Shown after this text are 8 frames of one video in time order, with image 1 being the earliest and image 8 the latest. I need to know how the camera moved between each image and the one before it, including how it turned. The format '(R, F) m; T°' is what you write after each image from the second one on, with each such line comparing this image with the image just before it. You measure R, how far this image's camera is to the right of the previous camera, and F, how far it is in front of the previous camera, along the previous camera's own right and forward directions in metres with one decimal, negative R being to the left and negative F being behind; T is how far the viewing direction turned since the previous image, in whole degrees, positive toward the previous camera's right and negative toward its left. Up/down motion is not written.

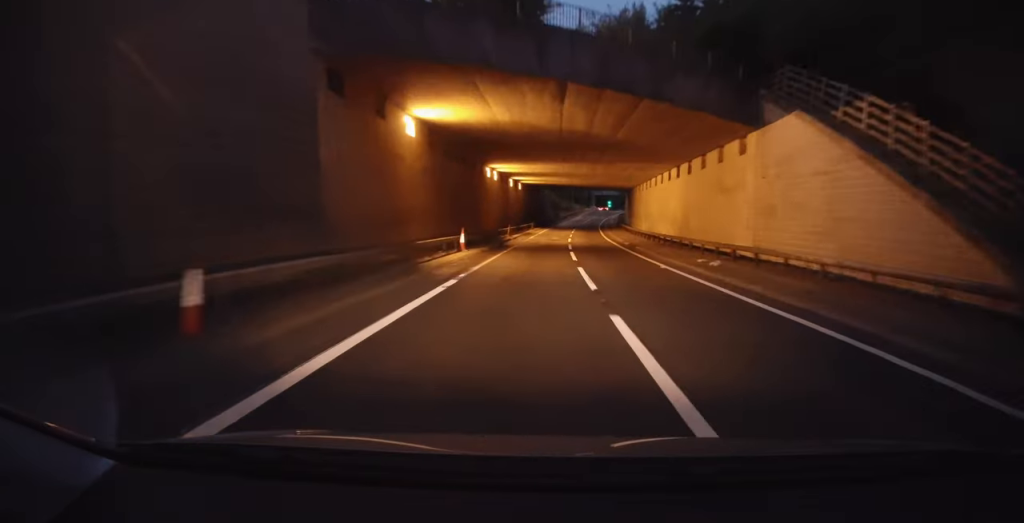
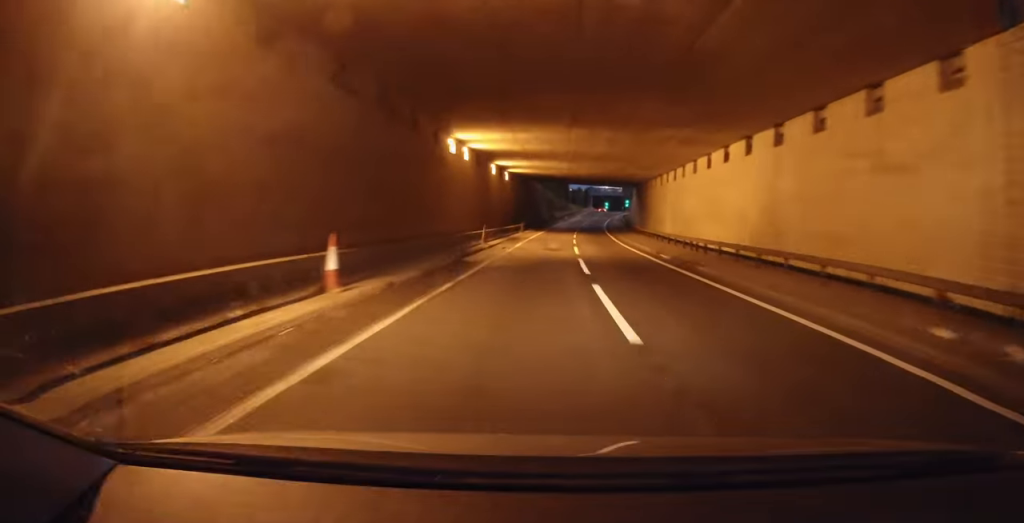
(+0.1, +14.1) m; +1°
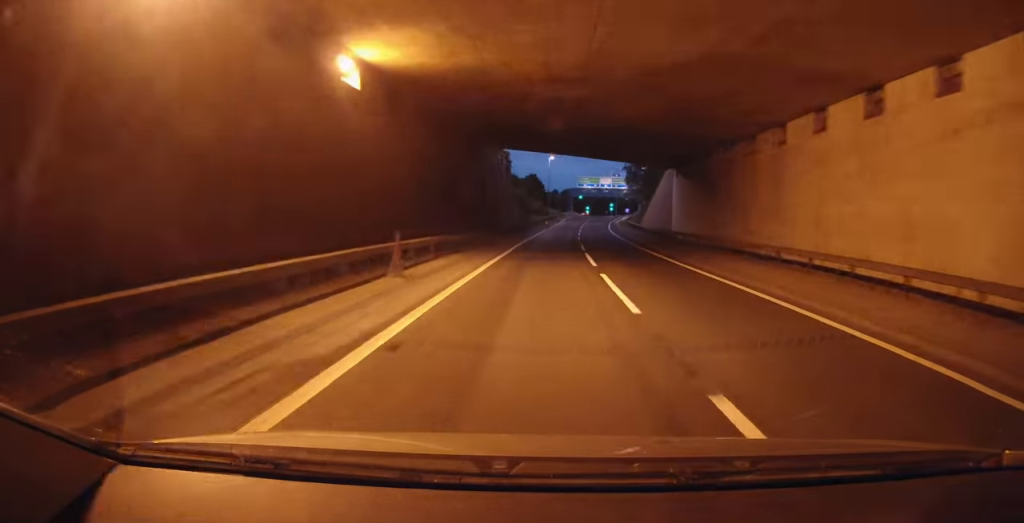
(+0.3, +34.7) m; +1°
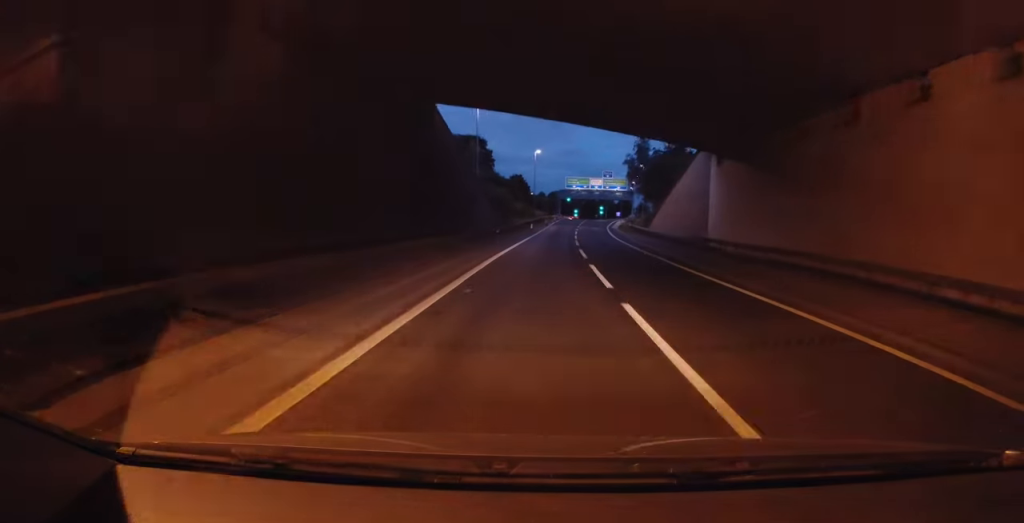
(+0.2, +13.1) m; +1°
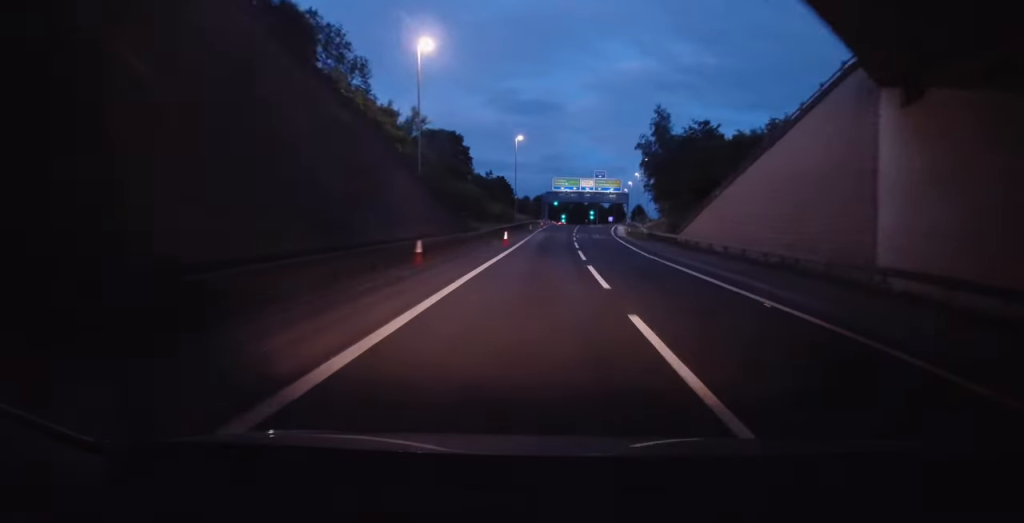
(+0.1, +18.0) m; +3°
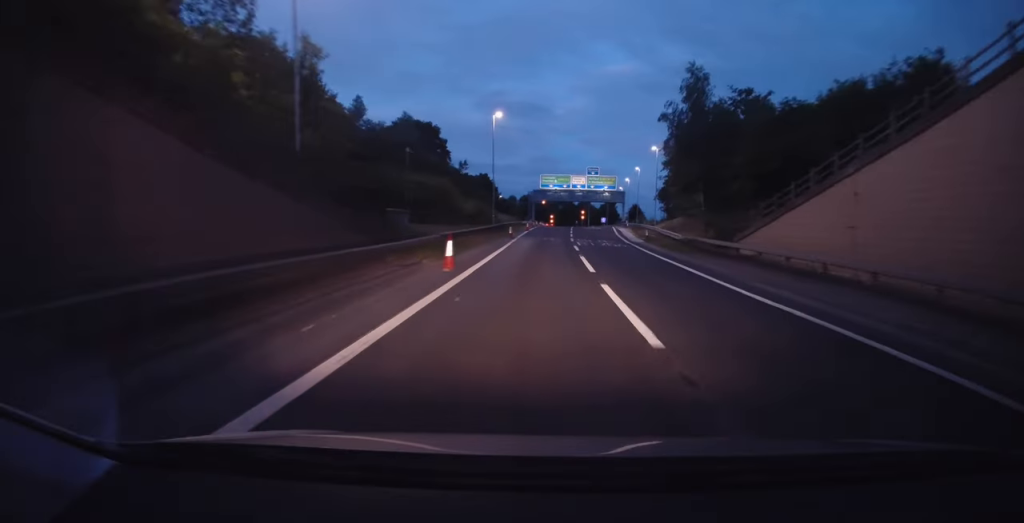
(+0.2, +14.4) m; +3°
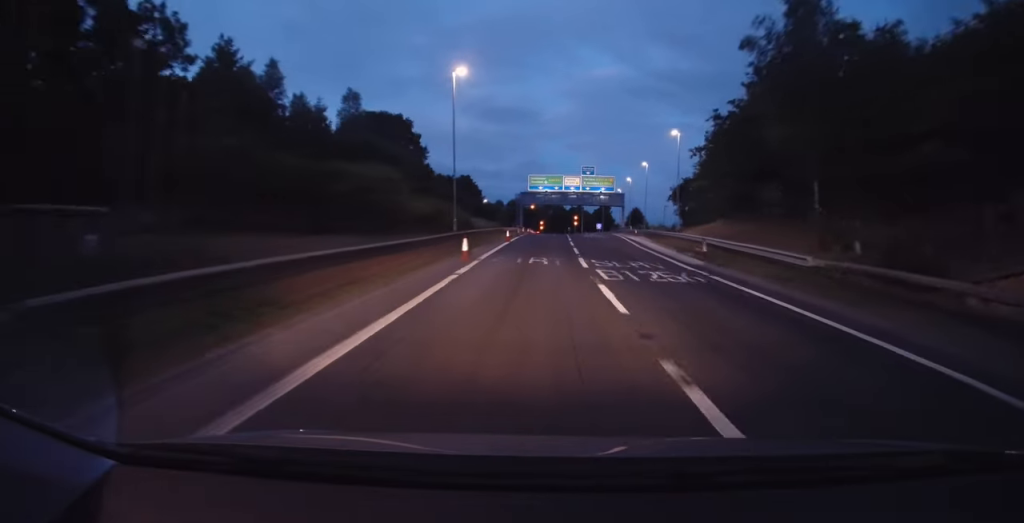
(+1.0, +16.3) m; +3°
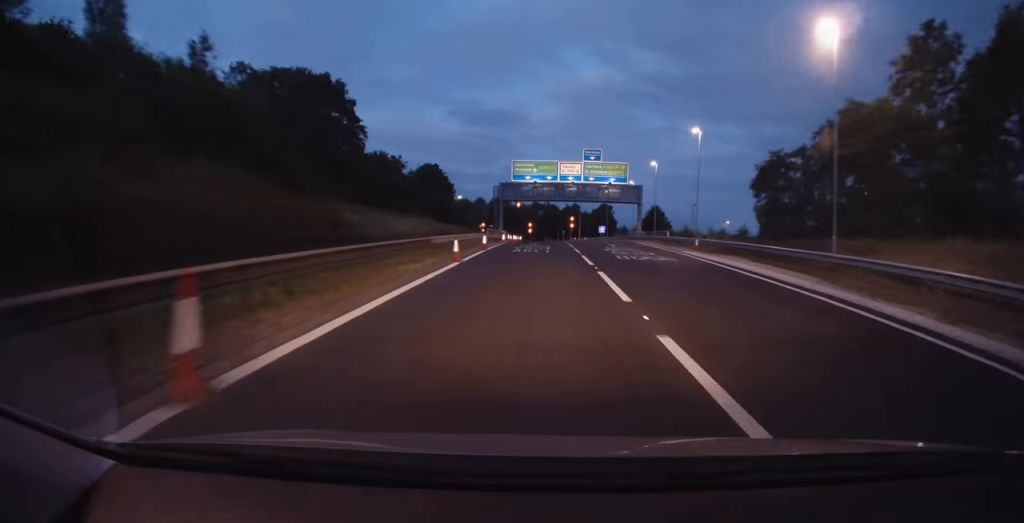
(+0.2, +31.1) m; -1°
